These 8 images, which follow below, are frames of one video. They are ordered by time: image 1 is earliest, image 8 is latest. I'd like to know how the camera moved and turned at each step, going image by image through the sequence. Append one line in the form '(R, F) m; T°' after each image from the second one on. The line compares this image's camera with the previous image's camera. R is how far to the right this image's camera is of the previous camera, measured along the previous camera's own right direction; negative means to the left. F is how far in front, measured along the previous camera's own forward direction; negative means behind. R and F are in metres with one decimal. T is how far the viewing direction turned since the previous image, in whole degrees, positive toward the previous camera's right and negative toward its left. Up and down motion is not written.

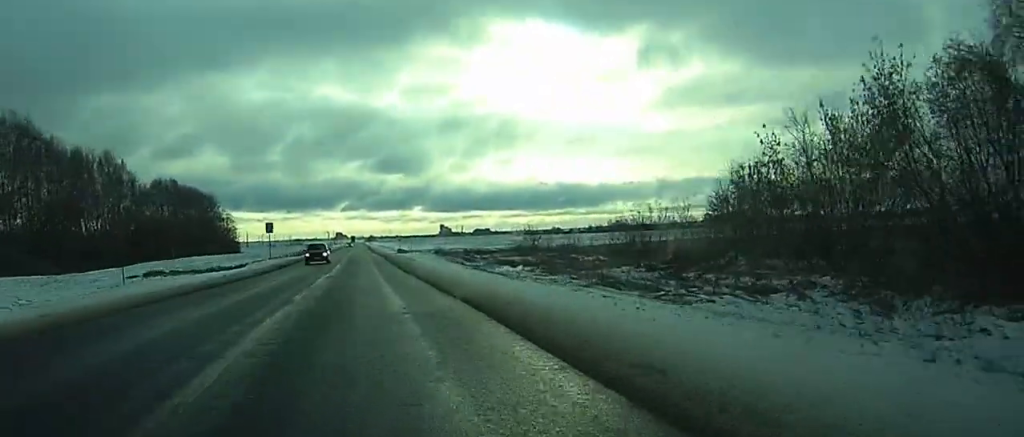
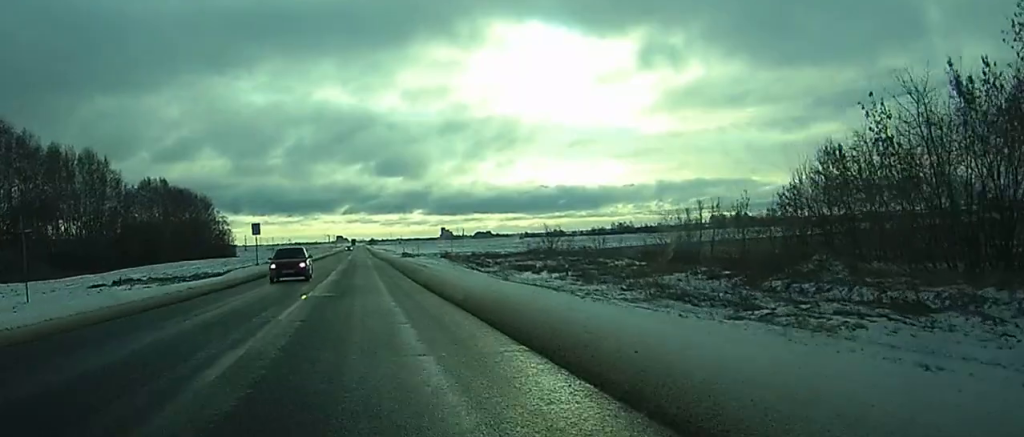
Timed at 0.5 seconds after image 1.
(0.0, +12.3) m; 0°
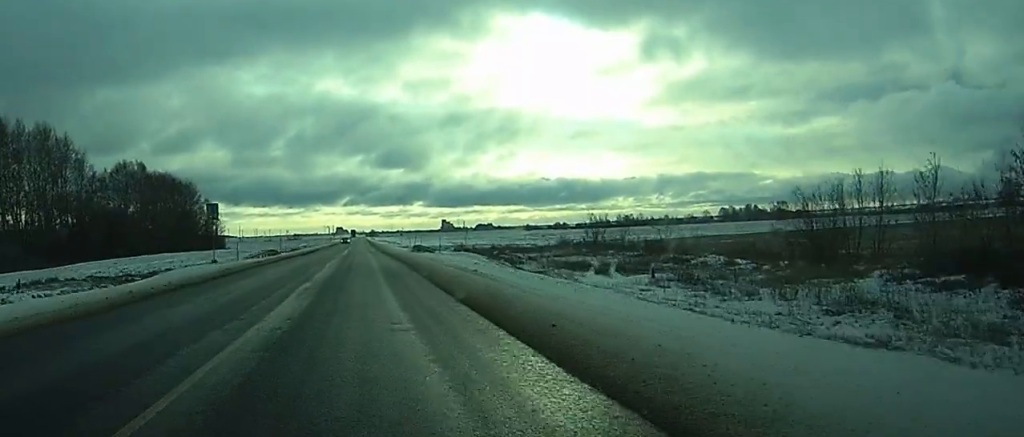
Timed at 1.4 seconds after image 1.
(0.0, +23.6) m; 0°
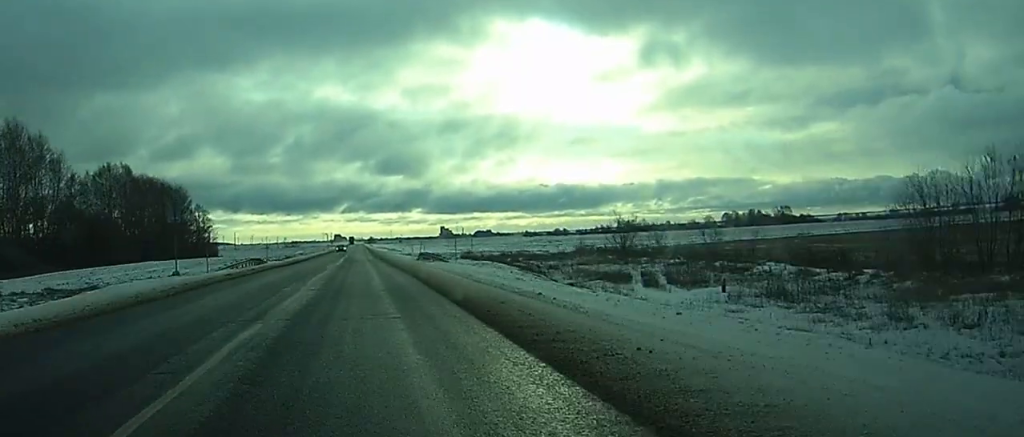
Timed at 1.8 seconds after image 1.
(0.0, +11.3) m; 0°
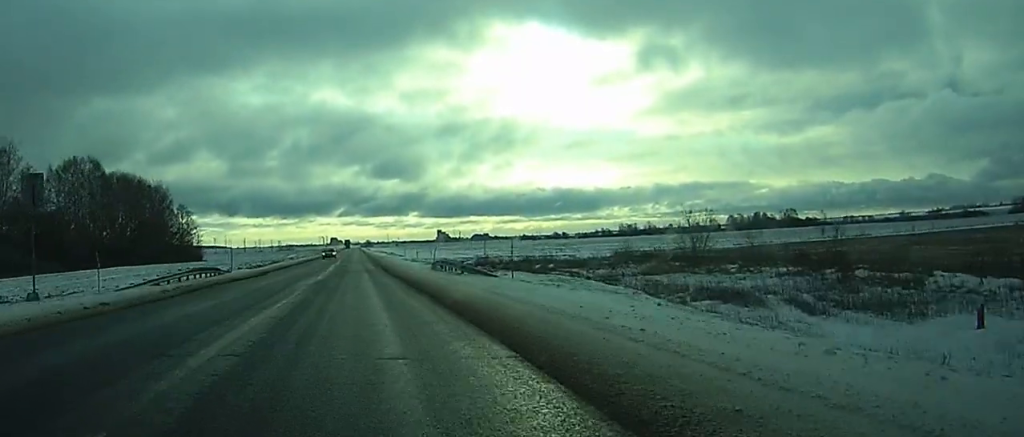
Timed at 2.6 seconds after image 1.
(0.0, +20.0) m; 0°
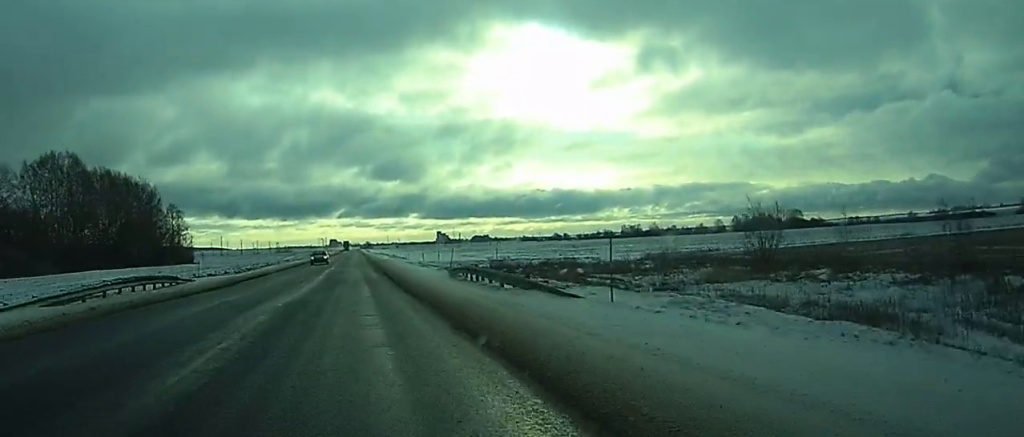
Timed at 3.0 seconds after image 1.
(0.0, +12.1) m; 0°
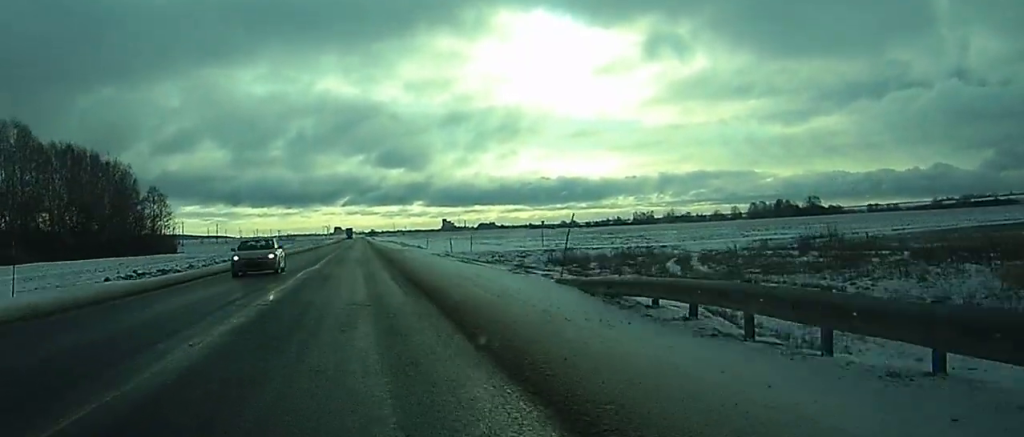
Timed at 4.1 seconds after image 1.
(0.0, +26.9) m; 0°
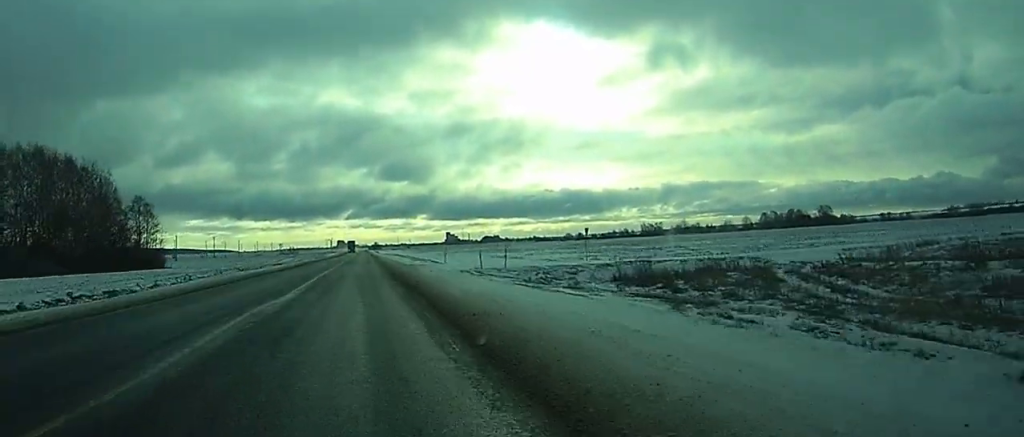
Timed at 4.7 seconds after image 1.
(0.0, +16.5) m; 0°
